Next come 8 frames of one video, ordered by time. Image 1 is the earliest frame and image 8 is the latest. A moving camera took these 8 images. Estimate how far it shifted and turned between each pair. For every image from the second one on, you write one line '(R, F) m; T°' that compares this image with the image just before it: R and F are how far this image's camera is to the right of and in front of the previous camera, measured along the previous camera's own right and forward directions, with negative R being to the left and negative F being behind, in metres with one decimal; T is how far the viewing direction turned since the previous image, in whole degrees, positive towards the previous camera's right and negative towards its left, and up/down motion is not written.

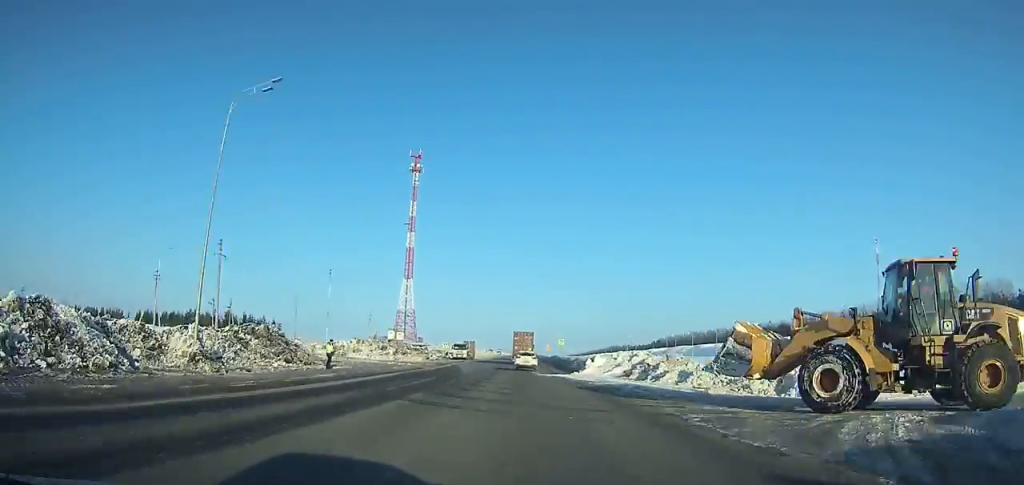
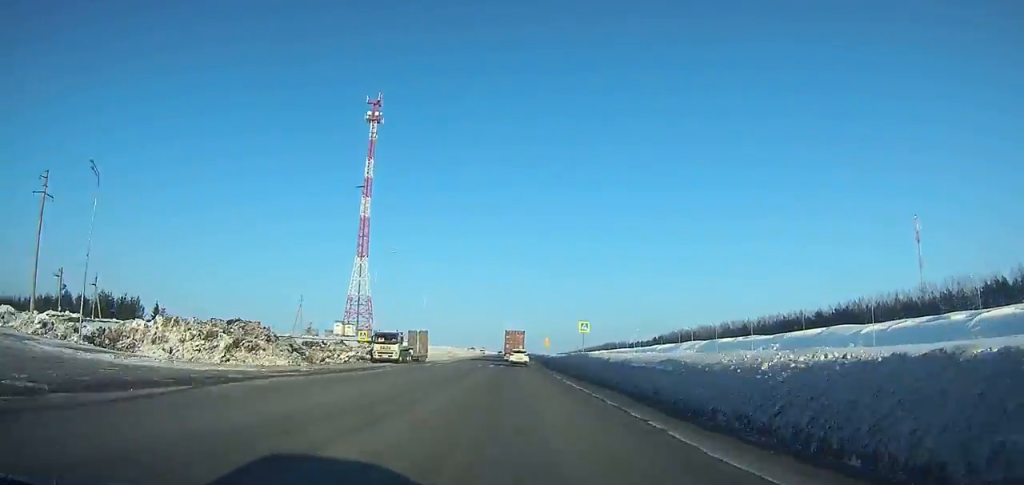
(+0.3, +51.7) m; 0°
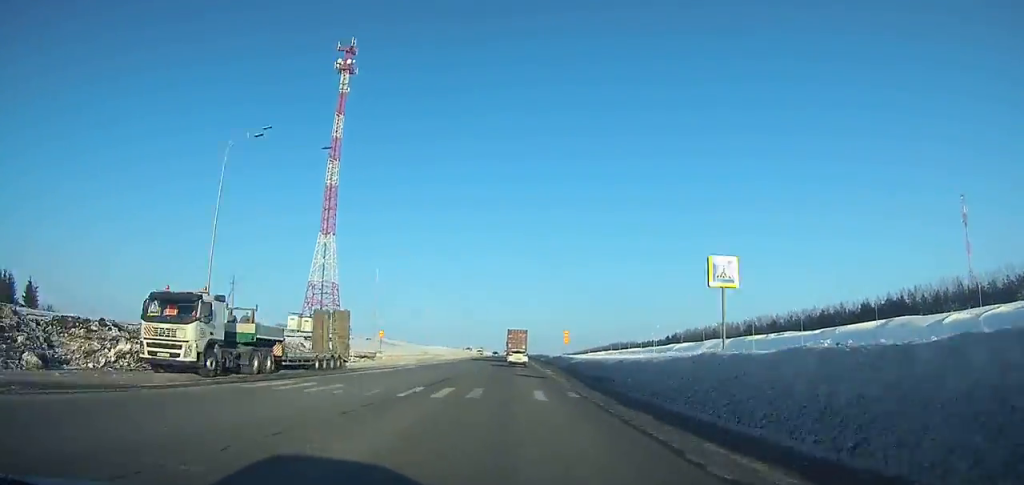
(-0.1, +34.8) m; 0°
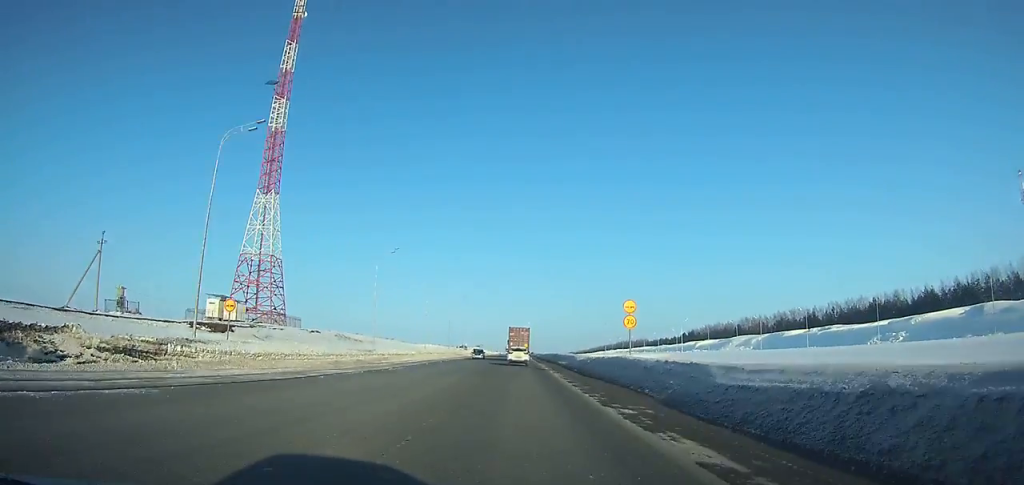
(-0.2, +35.7) m; 0°
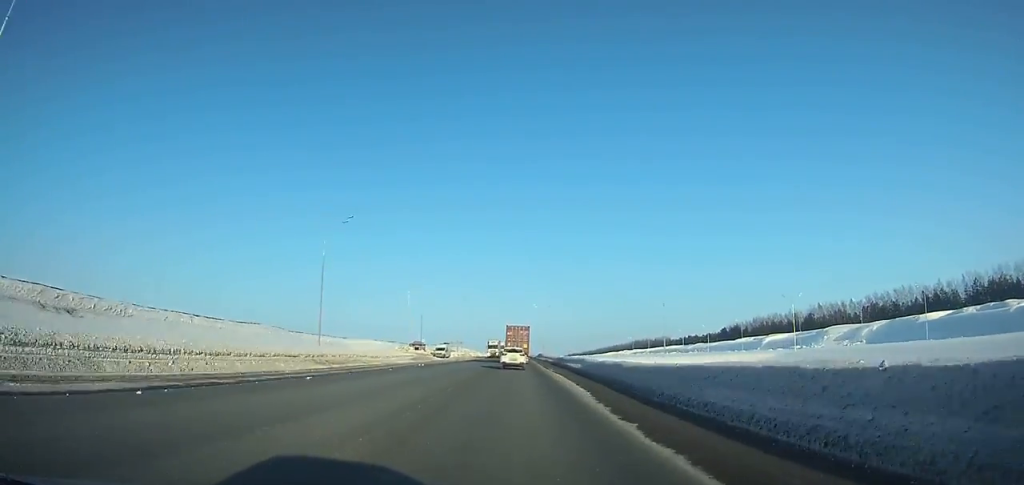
(+0.1, +85.7) m; 0°
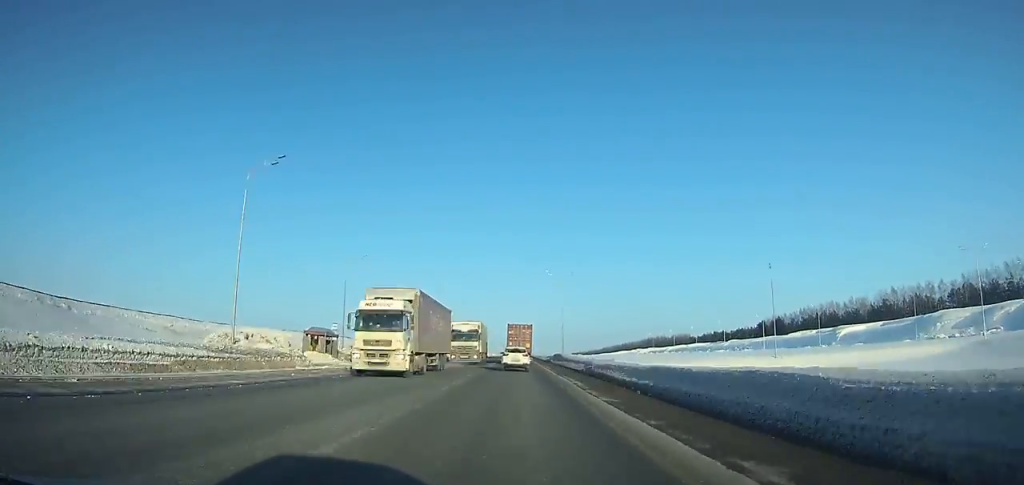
(-0.1, +54.6) m; 0°
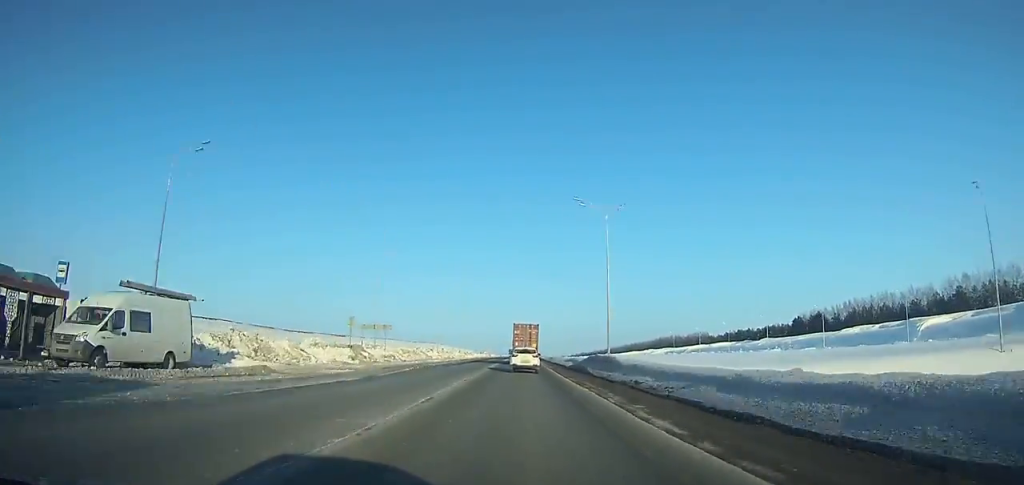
(-0.1, +36.9) m; 0°
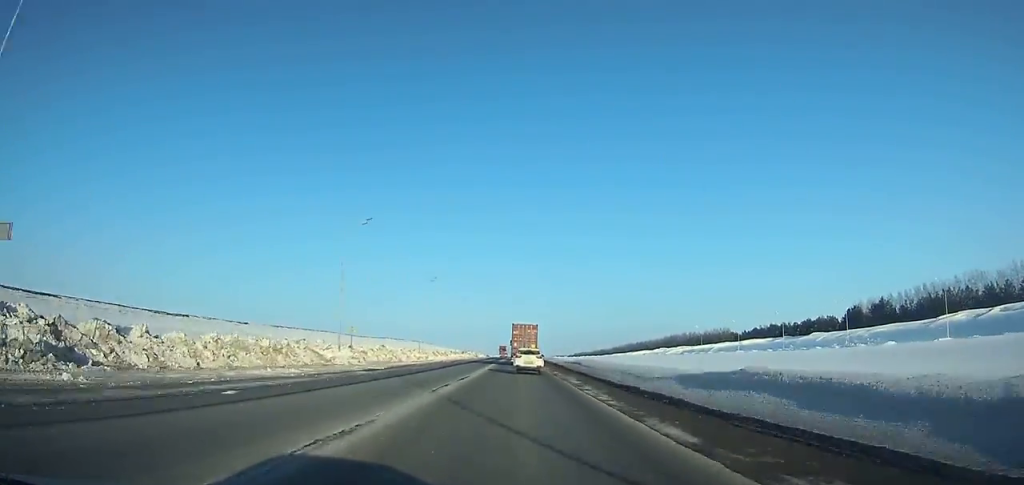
(+0.1, +50.3) m; 0°
